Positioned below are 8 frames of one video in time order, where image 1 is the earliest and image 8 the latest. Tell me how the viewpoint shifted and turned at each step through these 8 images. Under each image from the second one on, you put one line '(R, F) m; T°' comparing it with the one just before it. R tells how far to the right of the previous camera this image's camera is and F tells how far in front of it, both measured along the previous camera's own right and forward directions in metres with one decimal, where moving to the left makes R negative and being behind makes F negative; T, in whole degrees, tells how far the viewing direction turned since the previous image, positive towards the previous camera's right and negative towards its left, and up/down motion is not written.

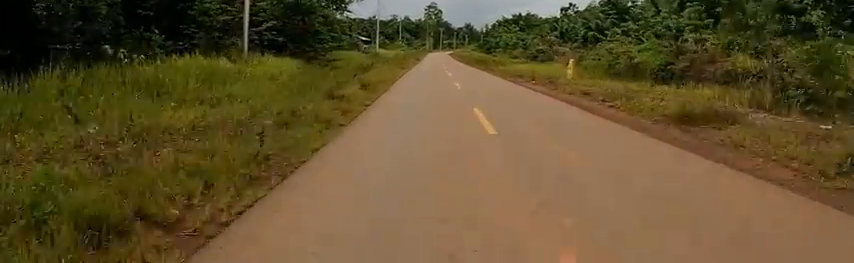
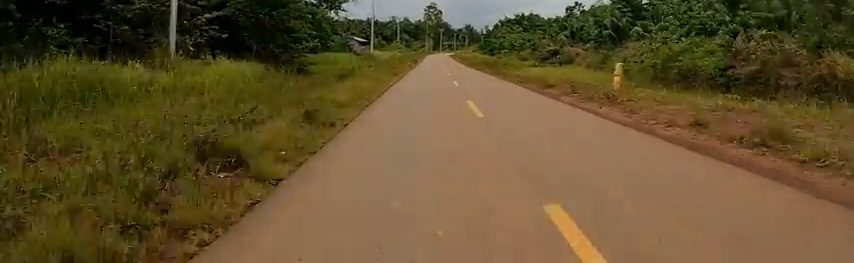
(0.0, +5.8) m; 0°
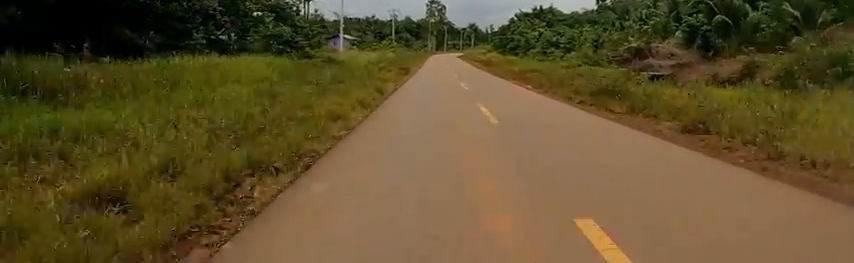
(-0.5, +23.2) m; -3°
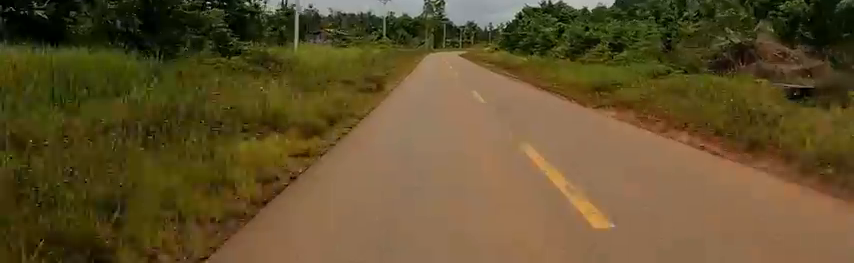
(-0.1, +12.6) m; +1°
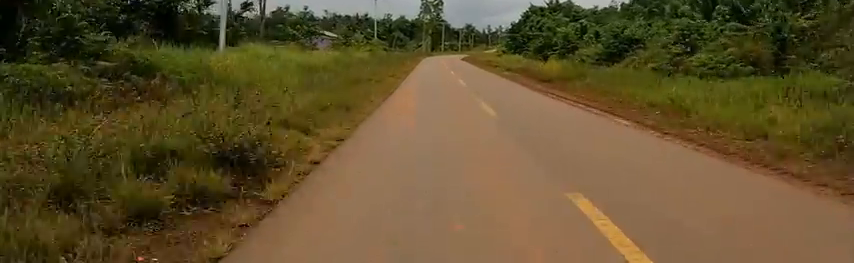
(+0.2, +9.9) m; +1°
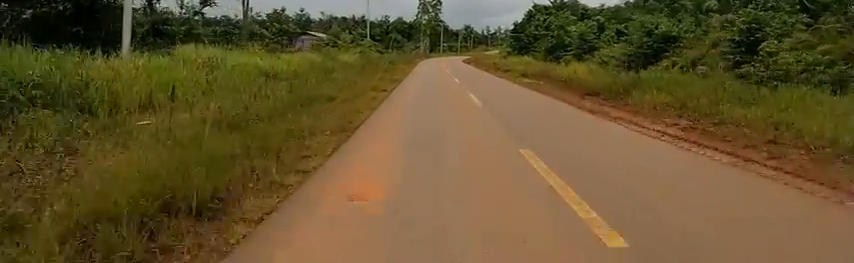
(+0.1, +5.6) m; +1°
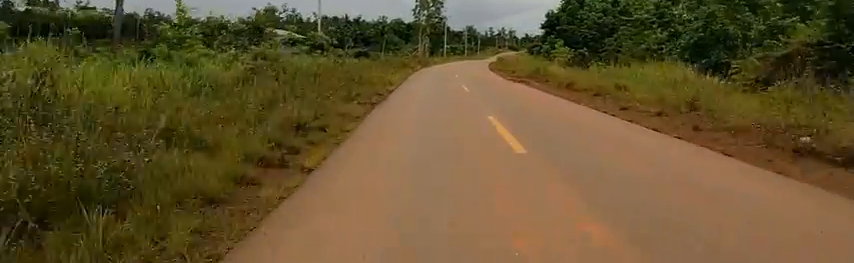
(0.0, +30.0) m; 0°
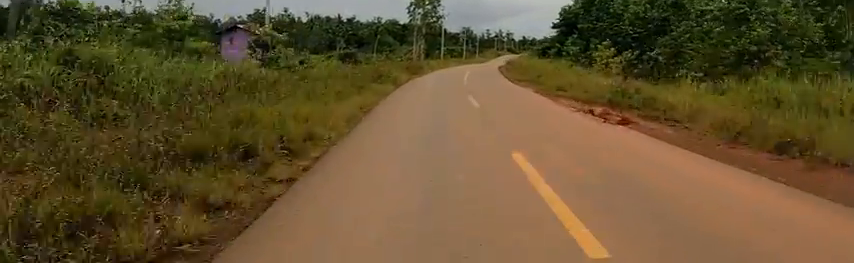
(0.0, +10.7) m; +1°
